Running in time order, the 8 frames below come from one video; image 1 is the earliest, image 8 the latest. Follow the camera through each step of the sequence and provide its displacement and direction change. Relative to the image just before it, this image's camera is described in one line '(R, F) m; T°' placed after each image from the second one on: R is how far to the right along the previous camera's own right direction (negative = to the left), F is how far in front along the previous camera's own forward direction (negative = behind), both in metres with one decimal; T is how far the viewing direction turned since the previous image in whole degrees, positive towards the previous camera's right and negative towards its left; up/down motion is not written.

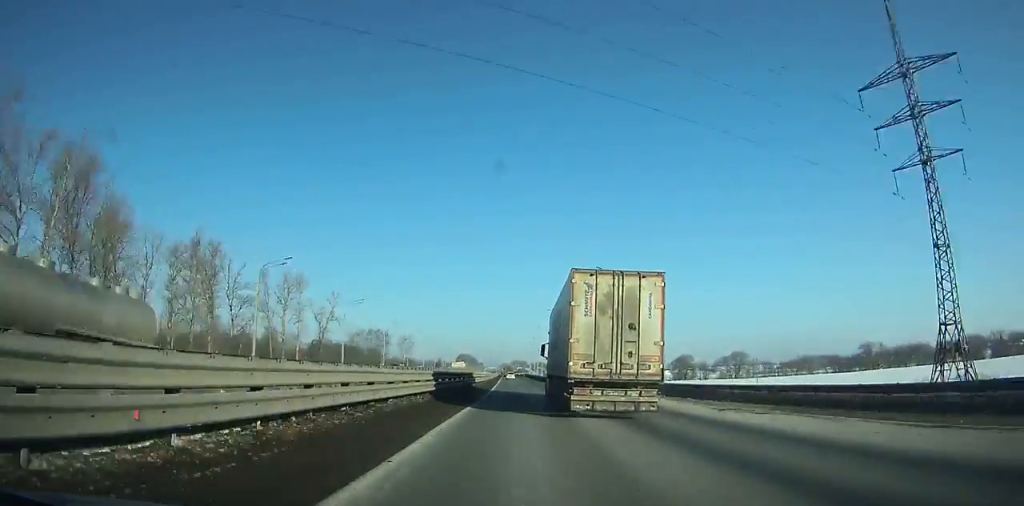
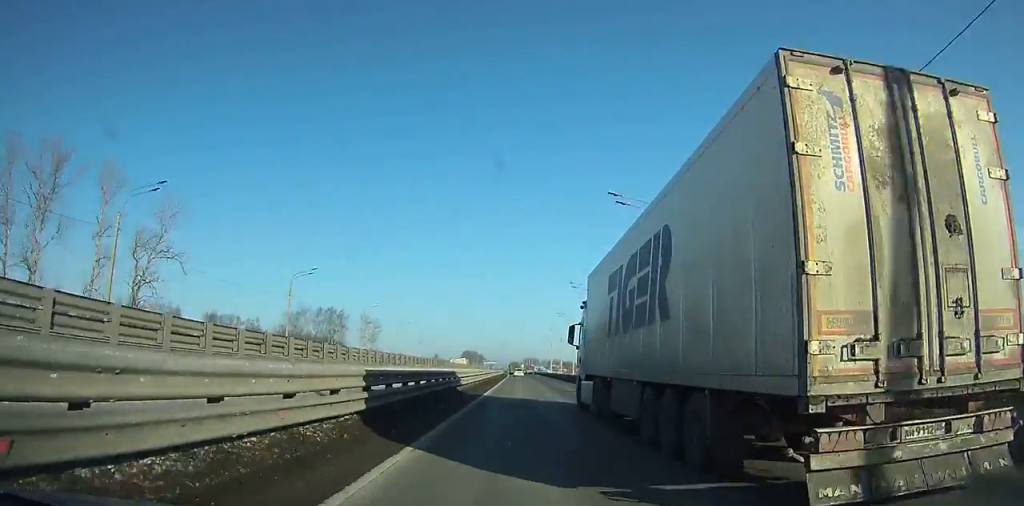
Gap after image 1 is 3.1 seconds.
(-0.2, +88.3) m; -1°
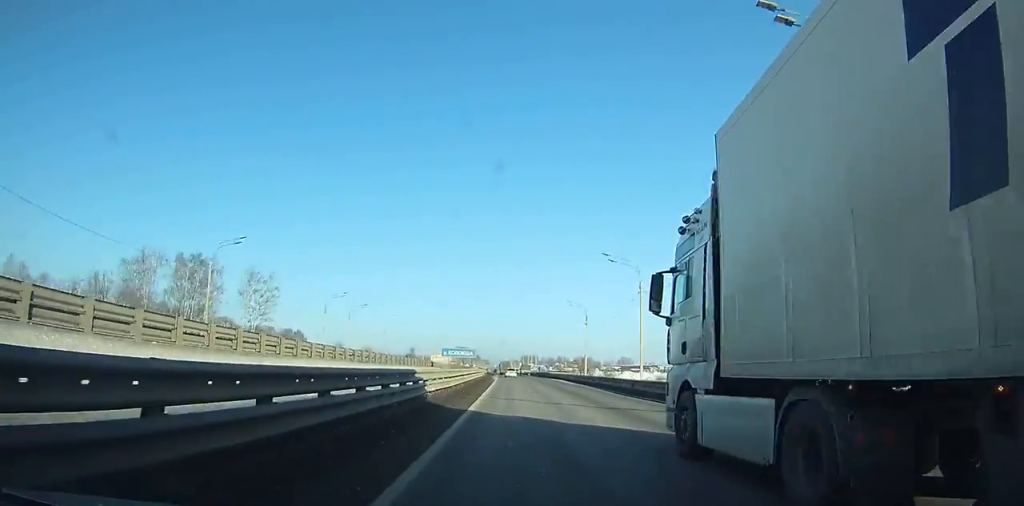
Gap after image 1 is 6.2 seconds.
(-0.7, +86.6) m; -1°
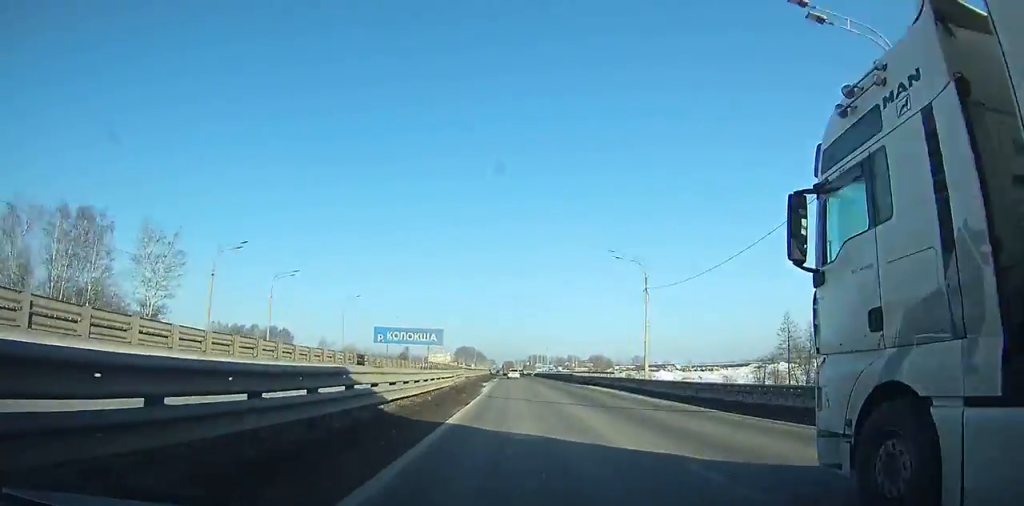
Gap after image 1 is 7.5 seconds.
(-0.1, +35.4) m; 0°
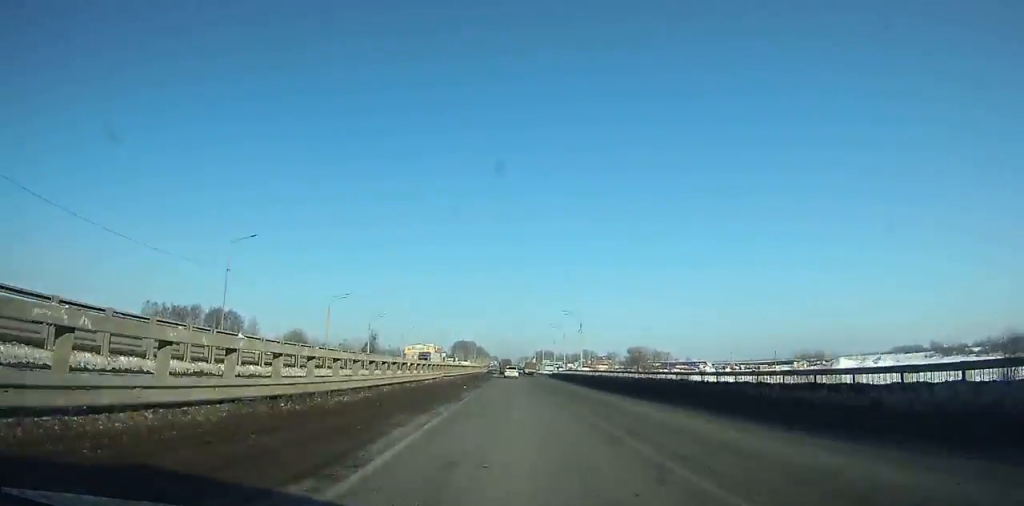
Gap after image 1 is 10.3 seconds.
(-0.4, +72.8) m; -1°
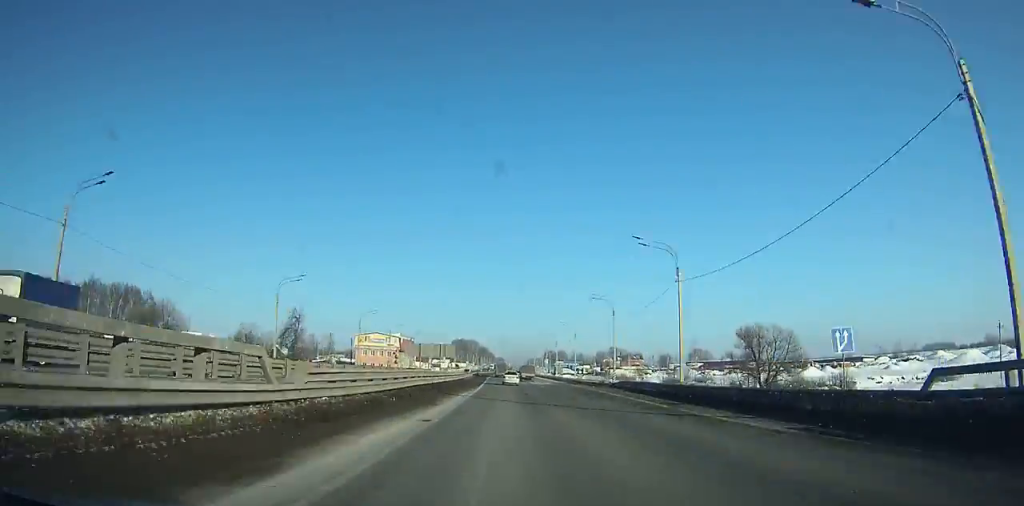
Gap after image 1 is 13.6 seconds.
(-0.9, +81.8) m; -1°
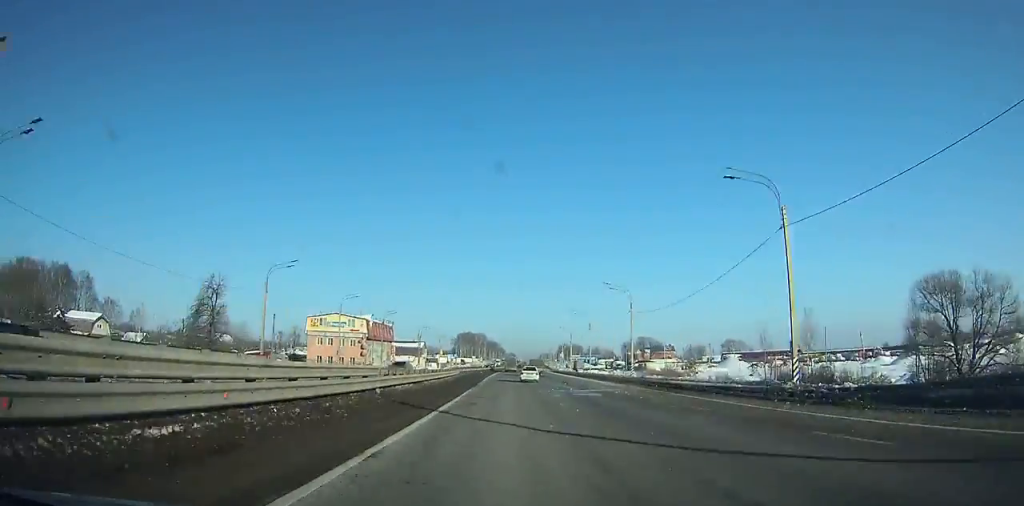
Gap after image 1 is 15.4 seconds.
(-0.2, +43.2) m; 0°
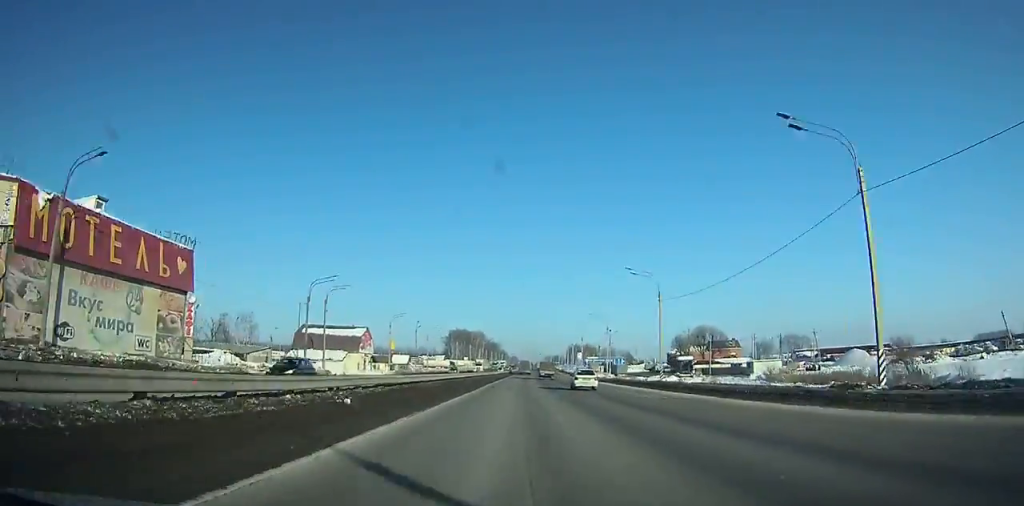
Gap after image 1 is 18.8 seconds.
(+0.1, +80.7) m; +1°
